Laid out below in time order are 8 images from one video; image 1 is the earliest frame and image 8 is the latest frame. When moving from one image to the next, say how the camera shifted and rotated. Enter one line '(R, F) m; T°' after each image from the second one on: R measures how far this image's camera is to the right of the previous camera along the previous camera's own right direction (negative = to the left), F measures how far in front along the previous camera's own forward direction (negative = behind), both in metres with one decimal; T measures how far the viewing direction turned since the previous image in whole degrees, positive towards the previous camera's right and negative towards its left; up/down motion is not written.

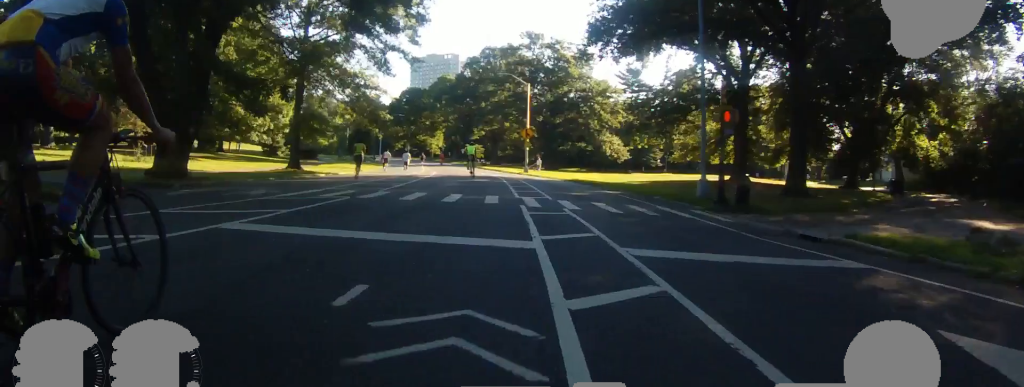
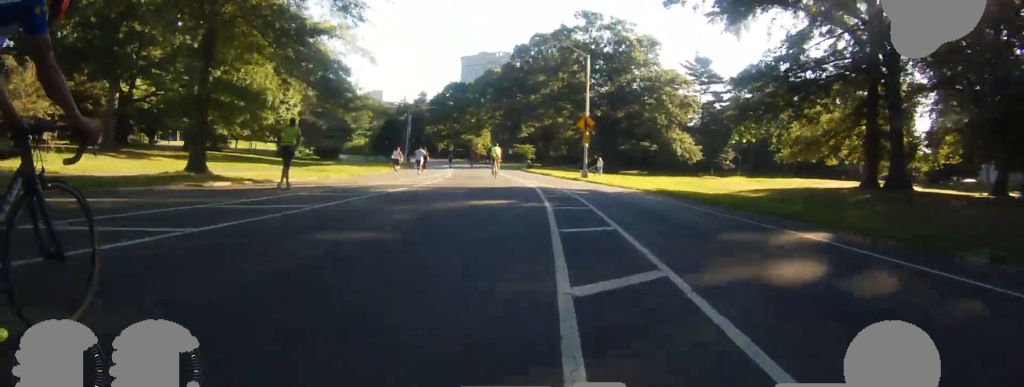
(-0.5, +14.4) m; -5°
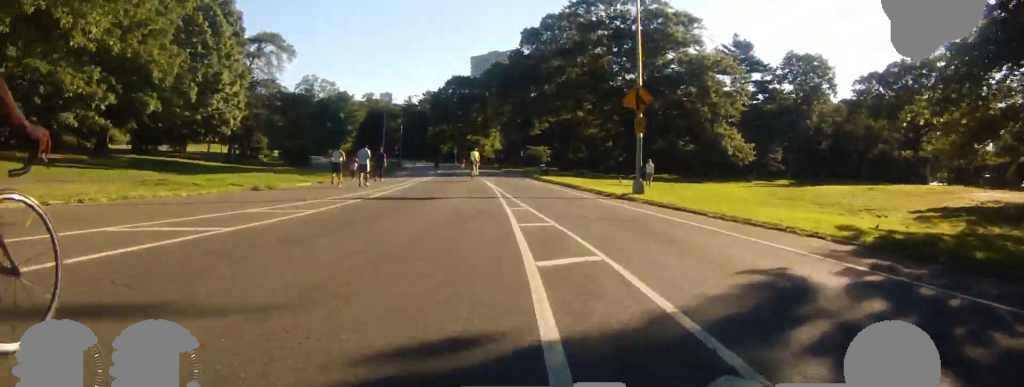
(-1.0, +16.3) m; -9°
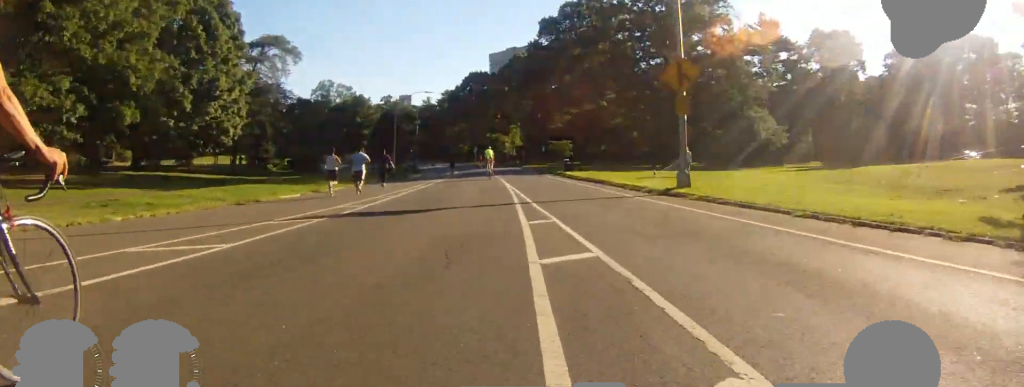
(-0.3, +3.9) m; 0°
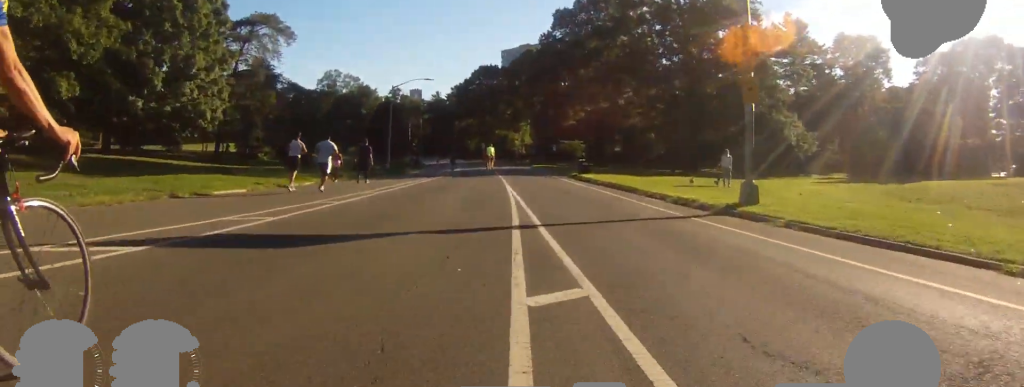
(-0.3, +5.3) m; +1°
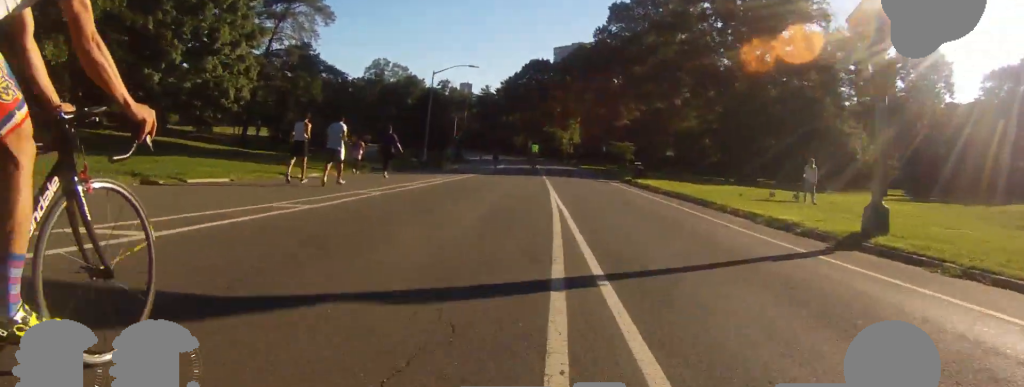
(+0.3, +3.9) m; +2°
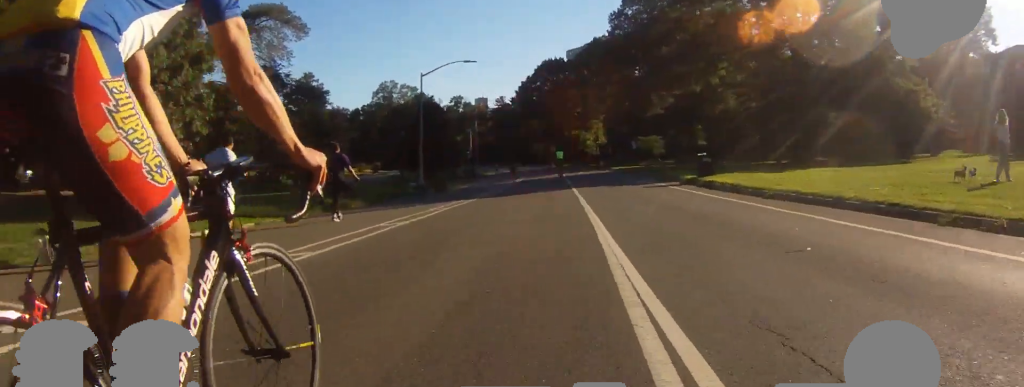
(+0.4, +8.7) m; +3°
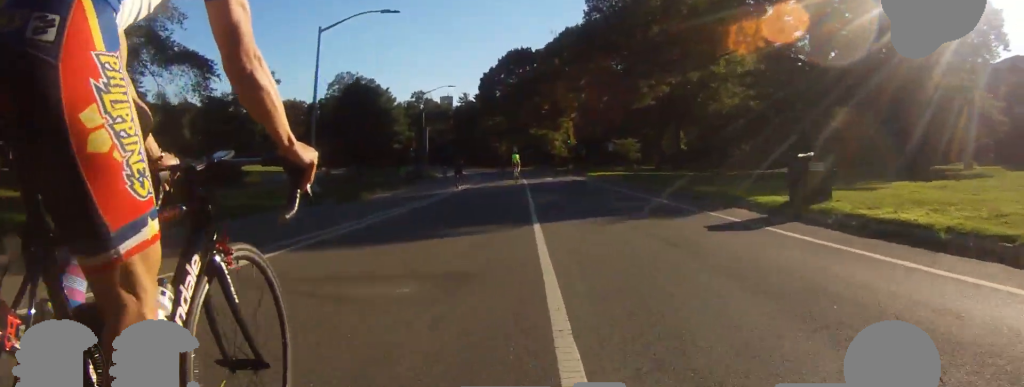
(0.0, +11.7) m; 0°
